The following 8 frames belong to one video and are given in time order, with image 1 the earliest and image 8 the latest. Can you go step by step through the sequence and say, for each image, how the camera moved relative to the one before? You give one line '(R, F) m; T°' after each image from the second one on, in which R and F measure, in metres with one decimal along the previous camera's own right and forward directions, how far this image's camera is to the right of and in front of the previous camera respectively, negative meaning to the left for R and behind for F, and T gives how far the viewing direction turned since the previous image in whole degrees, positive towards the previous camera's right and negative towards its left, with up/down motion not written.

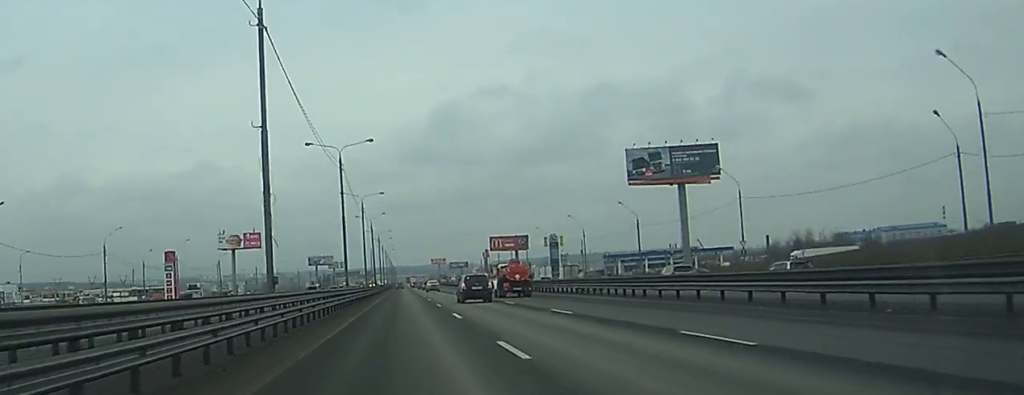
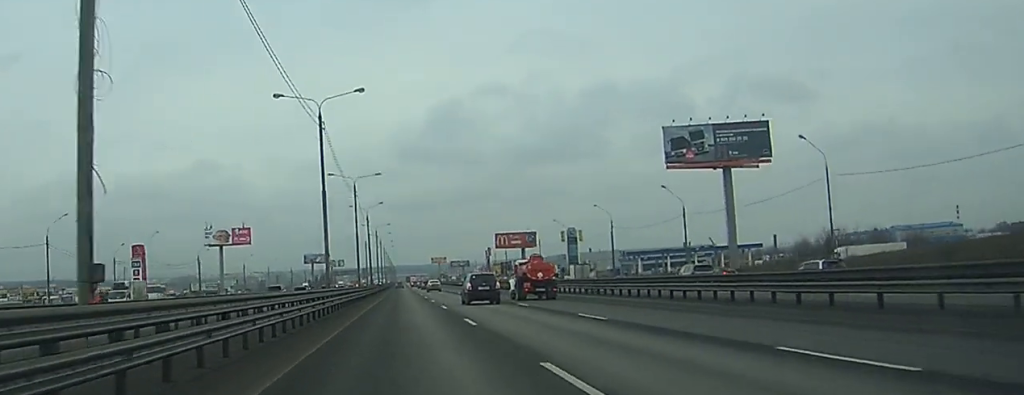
(0.0, +20.0) m; 0°
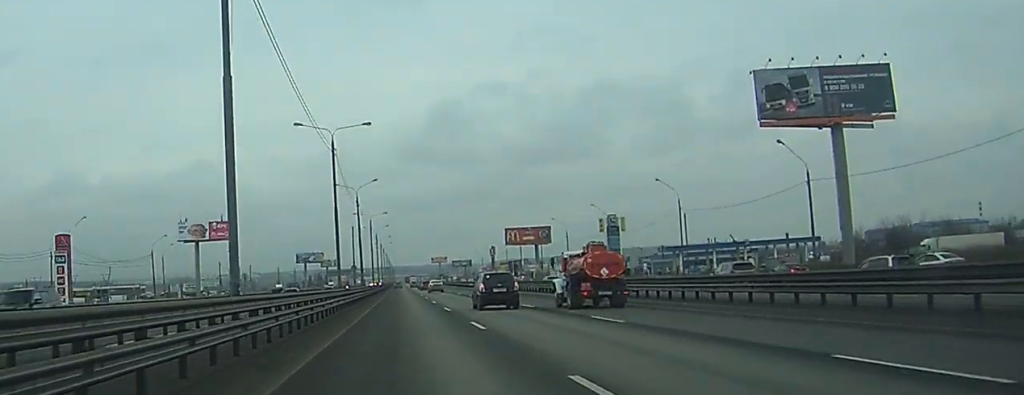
(+0.1, +31.5) m; +1°
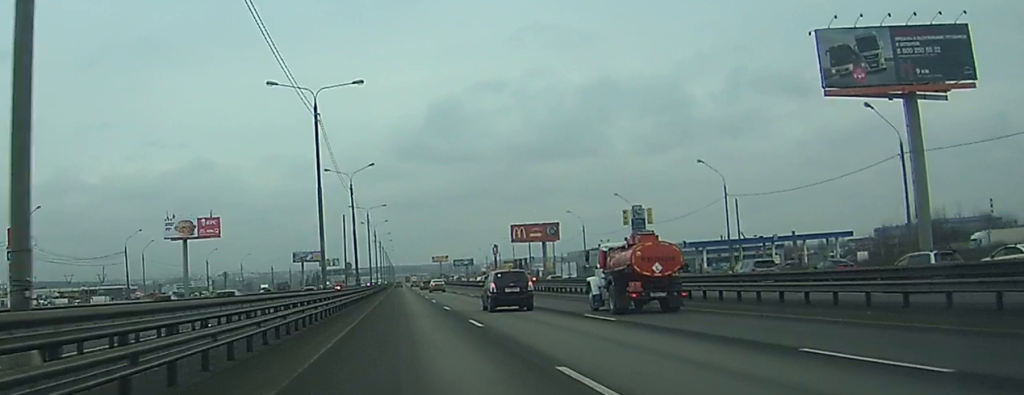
(-0.2, +13.6) m; +1°
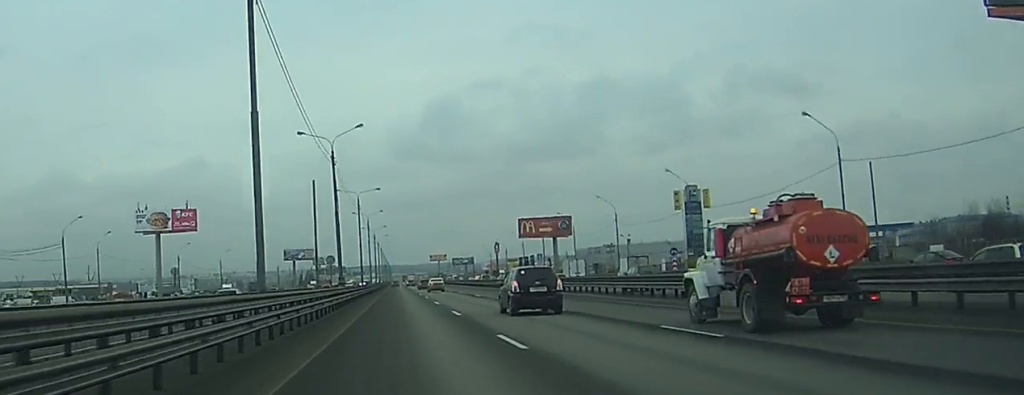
(+0.7, +22.6) m; -1°
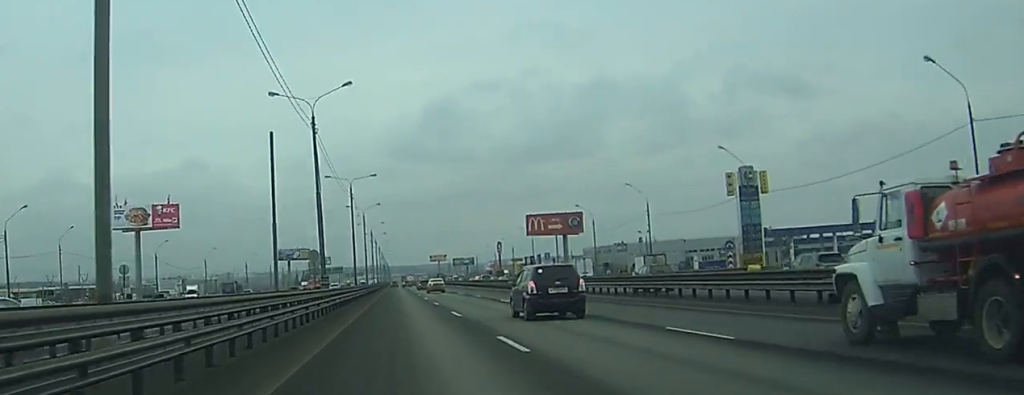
(-0.4, +16.9) m; -1°
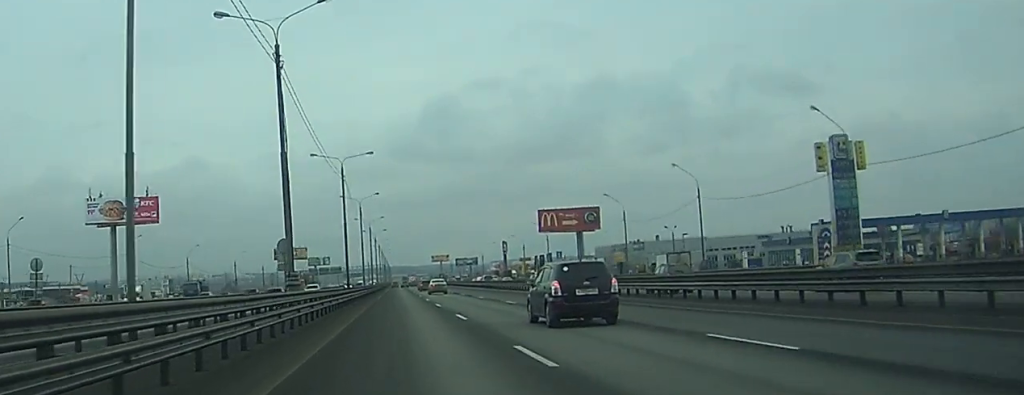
(-0.7, +19.8) m; -1°
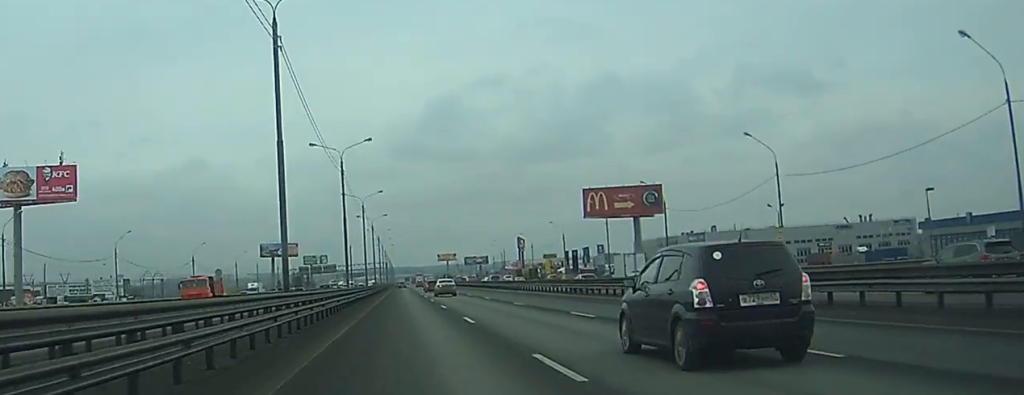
(+1.0, +53.2) m; +1°
